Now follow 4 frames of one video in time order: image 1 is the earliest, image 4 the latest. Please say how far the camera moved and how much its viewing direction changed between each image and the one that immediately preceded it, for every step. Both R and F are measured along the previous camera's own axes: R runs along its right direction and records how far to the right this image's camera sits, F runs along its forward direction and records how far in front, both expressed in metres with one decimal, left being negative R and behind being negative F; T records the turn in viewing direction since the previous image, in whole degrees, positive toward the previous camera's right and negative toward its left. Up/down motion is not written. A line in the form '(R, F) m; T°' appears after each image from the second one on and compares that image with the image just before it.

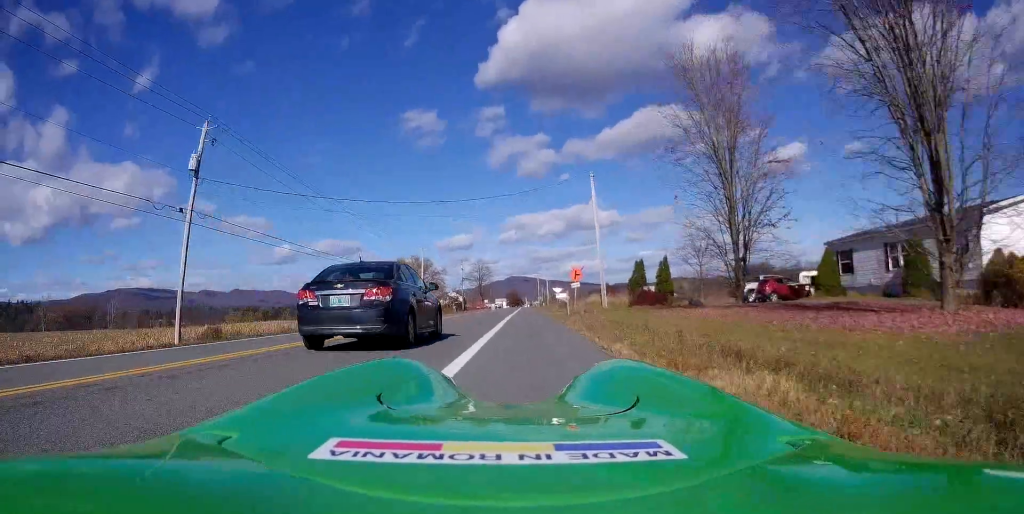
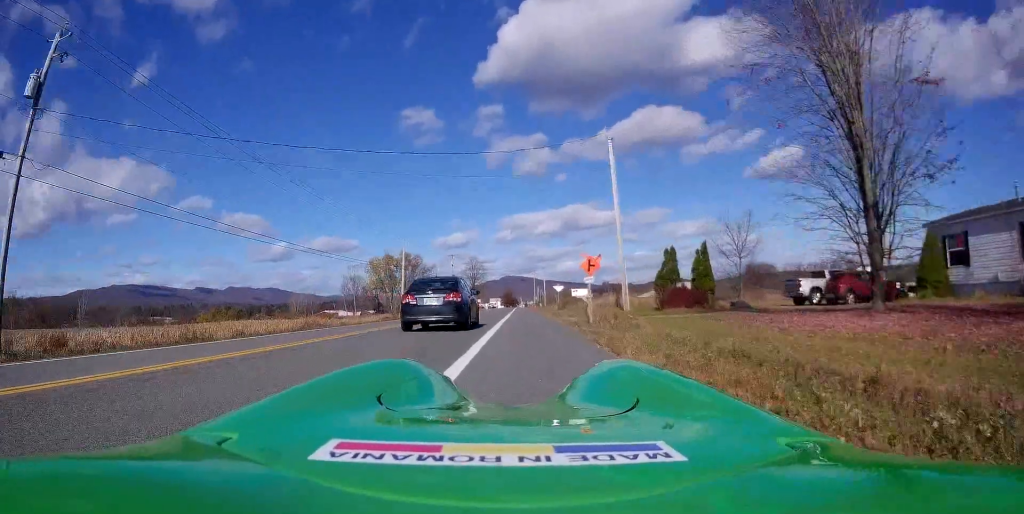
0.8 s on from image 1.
(-0.1, +10.3) m; -1°
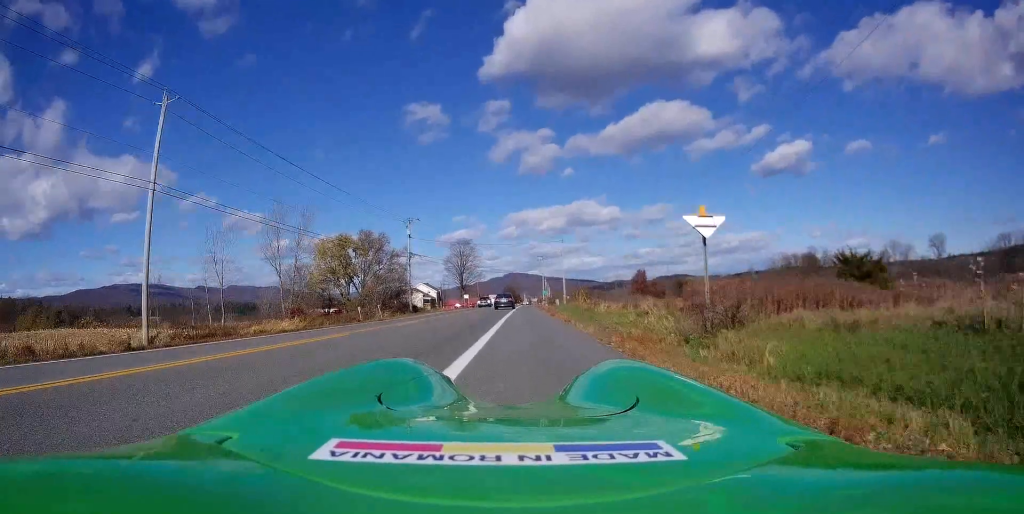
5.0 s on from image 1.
(-0.1, +50.5) m; 0°
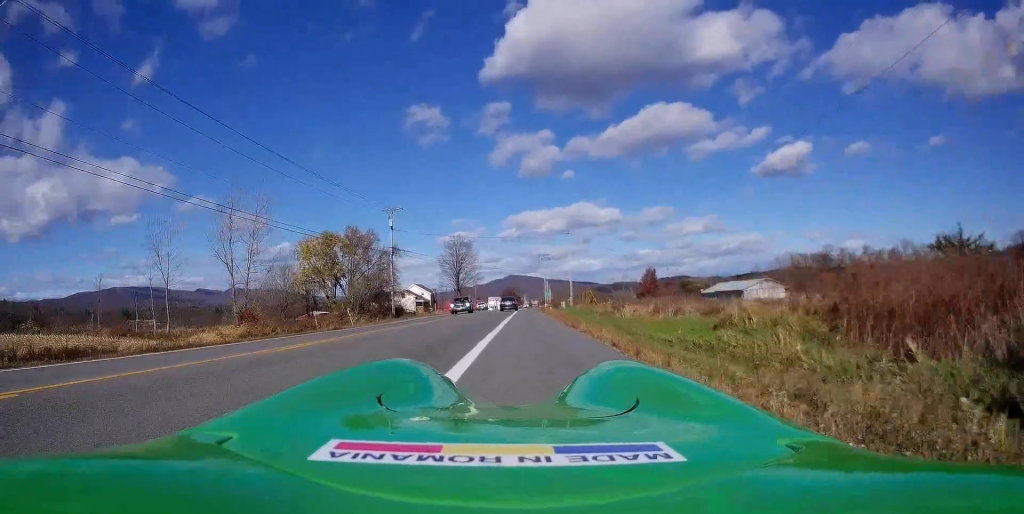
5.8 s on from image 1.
(0.0, +10.2) m; -1°
